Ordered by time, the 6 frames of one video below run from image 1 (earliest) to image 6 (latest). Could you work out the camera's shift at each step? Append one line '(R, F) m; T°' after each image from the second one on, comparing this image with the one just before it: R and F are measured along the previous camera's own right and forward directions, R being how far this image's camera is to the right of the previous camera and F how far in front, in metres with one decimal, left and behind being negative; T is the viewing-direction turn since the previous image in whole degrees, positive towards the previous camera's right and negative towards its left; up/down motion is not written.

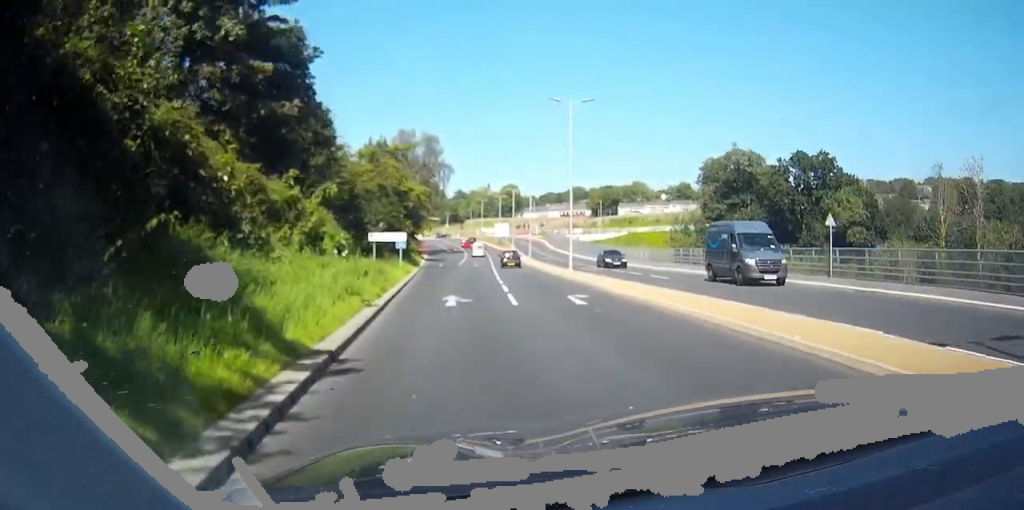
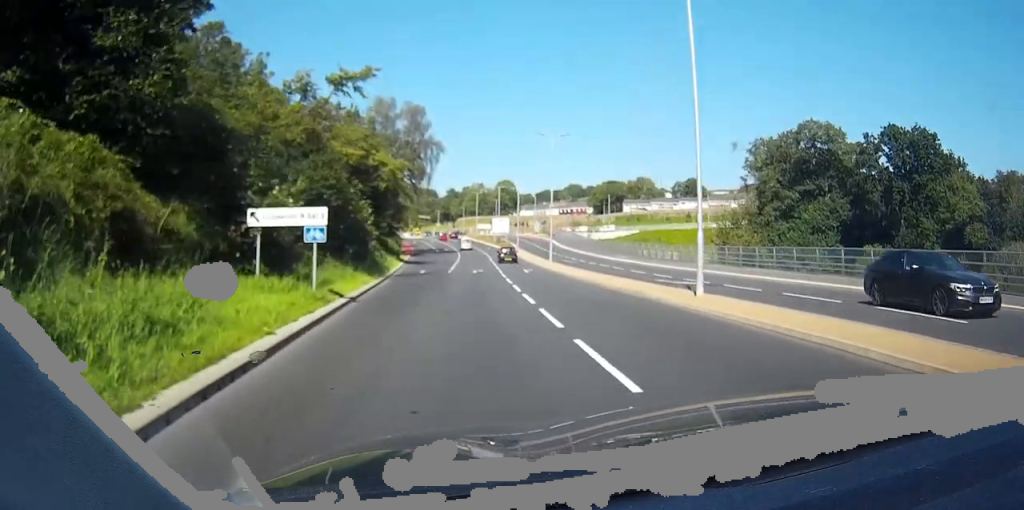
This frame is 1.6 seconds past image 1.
(+0.1, +23.7) m; +1°
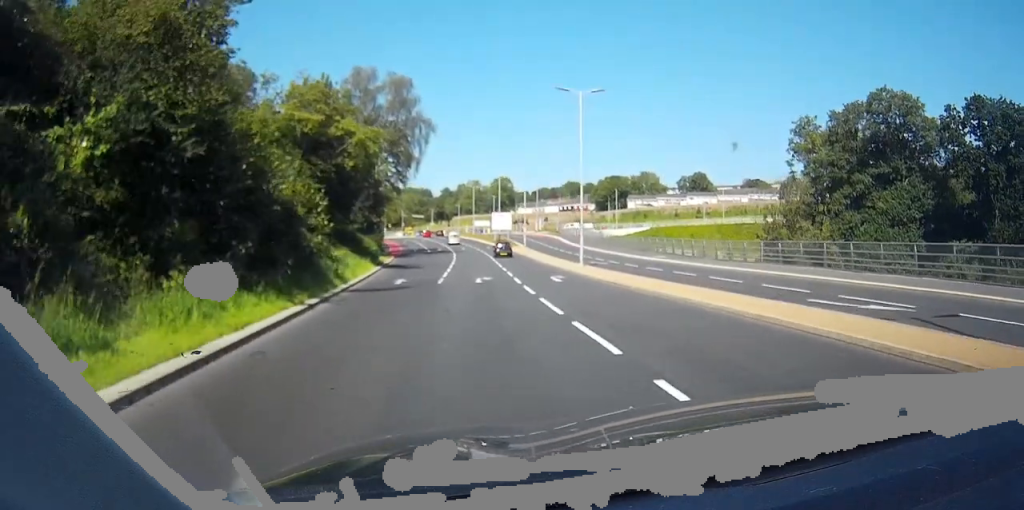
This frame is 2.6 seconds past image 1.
(0.0, +15.8) m; 0°
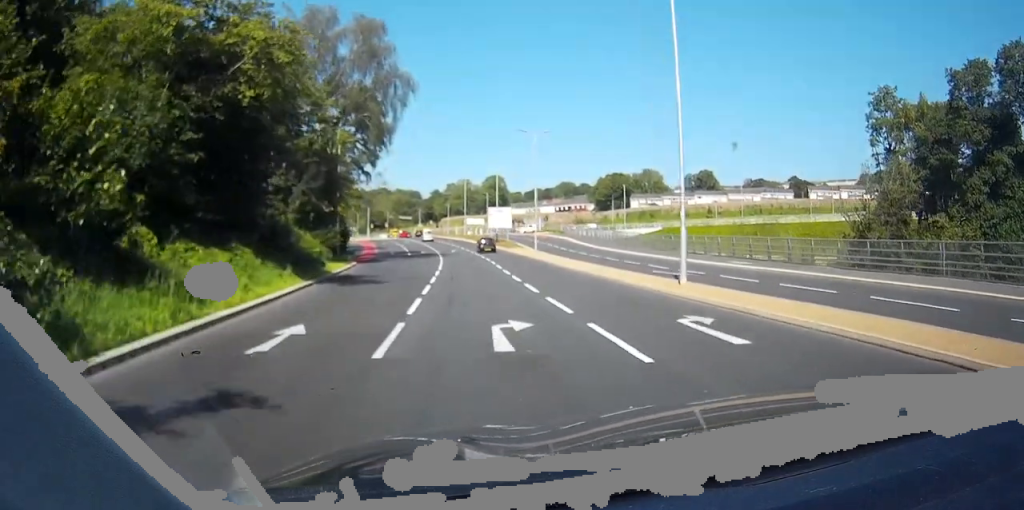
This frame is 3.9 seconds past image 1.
(+0.2, +19.8) m; +2°
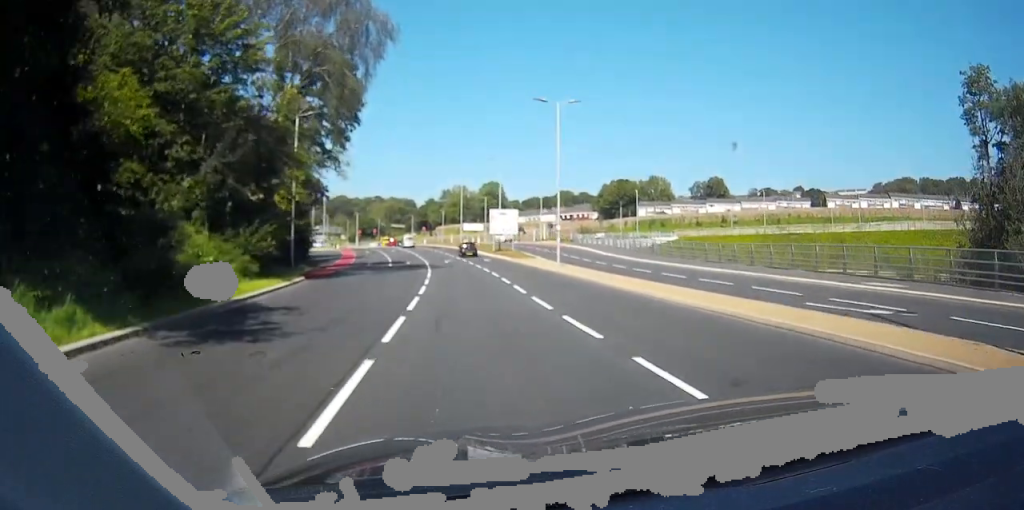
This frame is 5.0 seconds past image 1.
(+0.3, +16.1) m; +1°
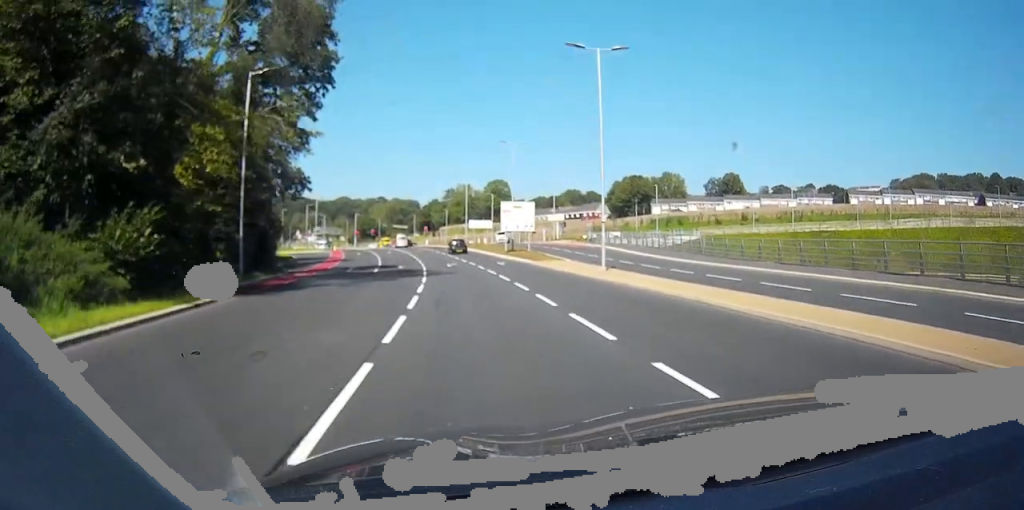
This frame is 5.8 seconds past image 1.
(-0.1, +12.8) m; -1°
